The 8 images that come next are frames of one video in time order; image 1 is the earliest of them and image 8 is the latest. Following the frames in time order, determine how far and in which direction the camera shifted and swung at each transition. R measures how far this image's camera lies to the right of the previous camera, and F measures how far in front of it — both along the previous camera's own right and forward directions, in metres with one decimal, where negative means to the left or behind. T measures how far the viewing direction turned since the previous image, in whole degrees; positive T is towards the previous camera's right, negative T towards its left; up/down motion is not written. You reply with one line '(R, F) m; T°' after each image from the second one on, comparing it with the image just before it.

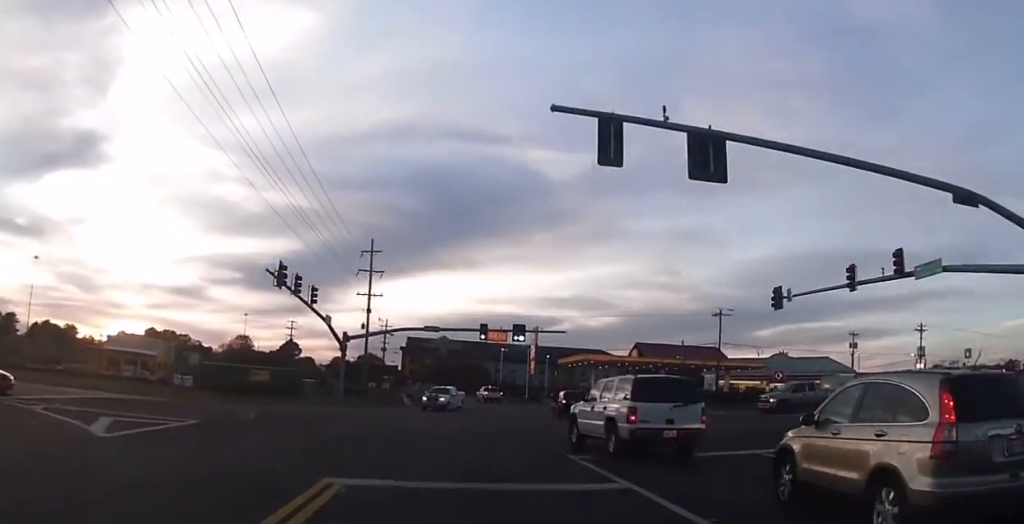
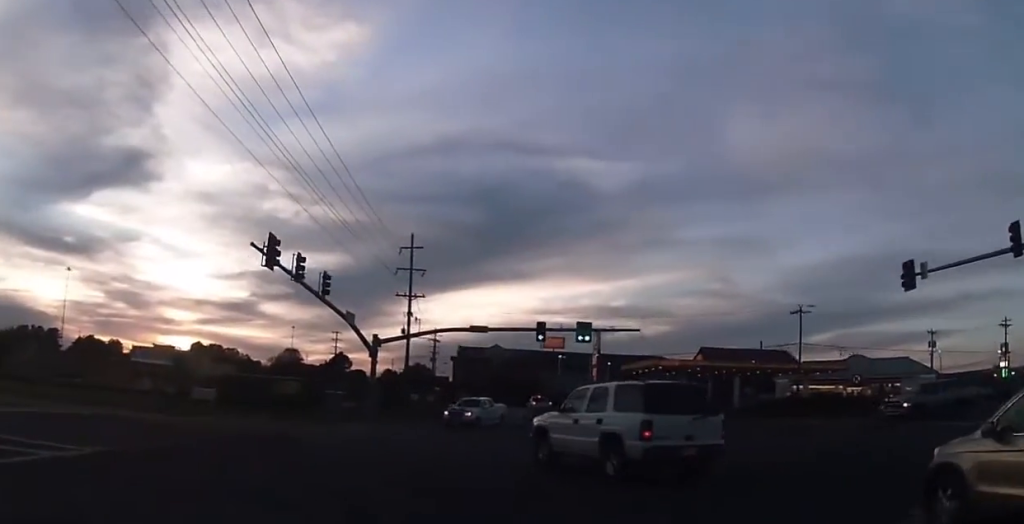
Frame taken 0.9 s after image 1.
(-0.1, +7.6) m; -3°
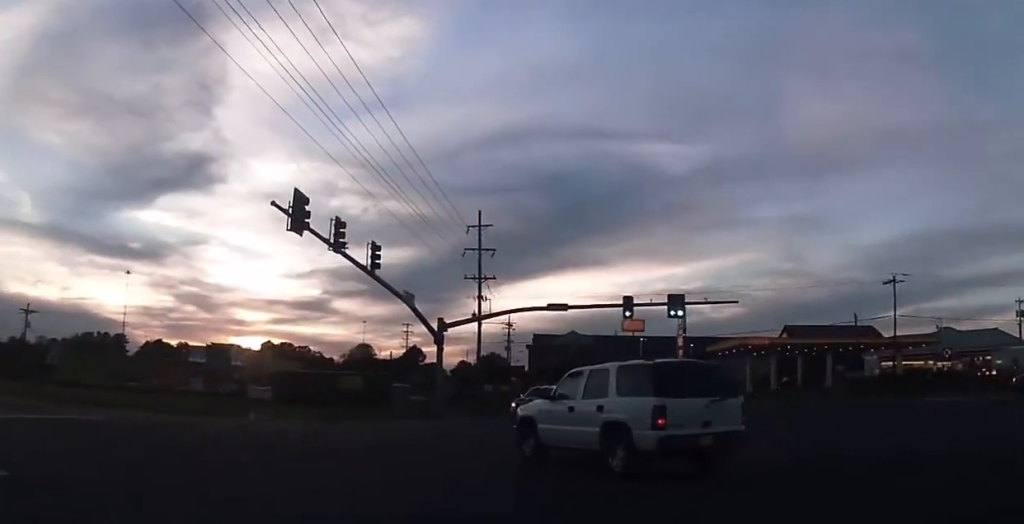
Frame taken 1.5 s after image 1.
(+0.2, +4.9) m; -4°
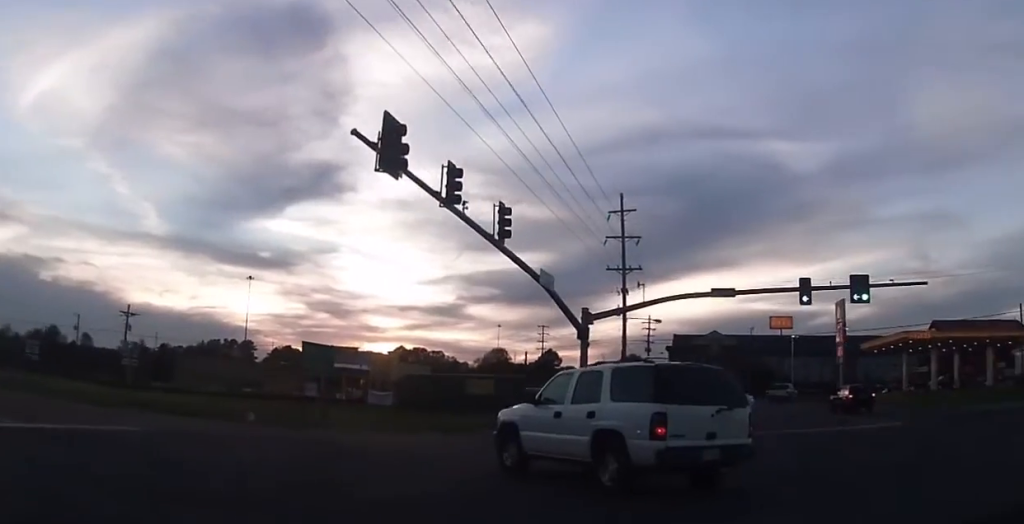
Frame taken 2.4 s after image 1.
(-0.8, +6.7) m; -11°
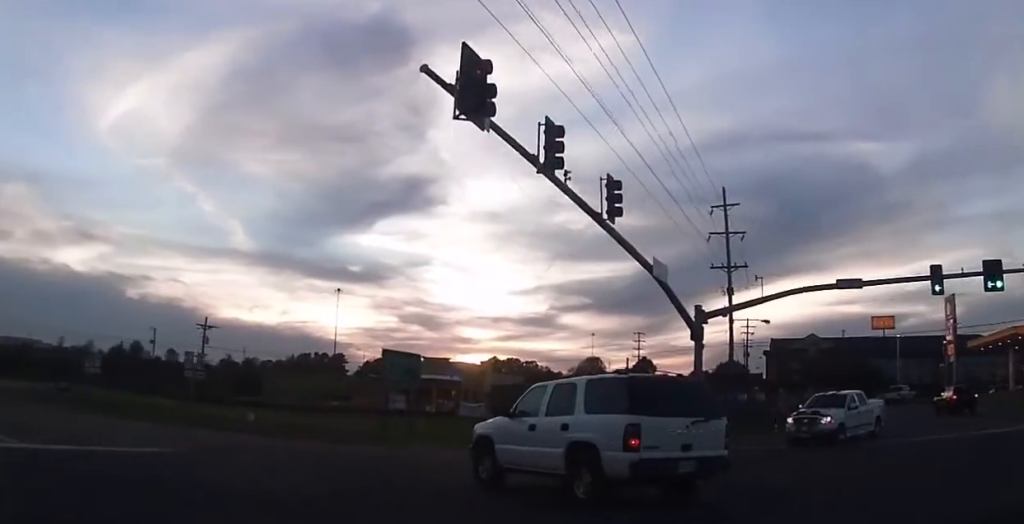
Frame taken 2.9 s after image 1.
(-0.3, +4.1) m; -8°
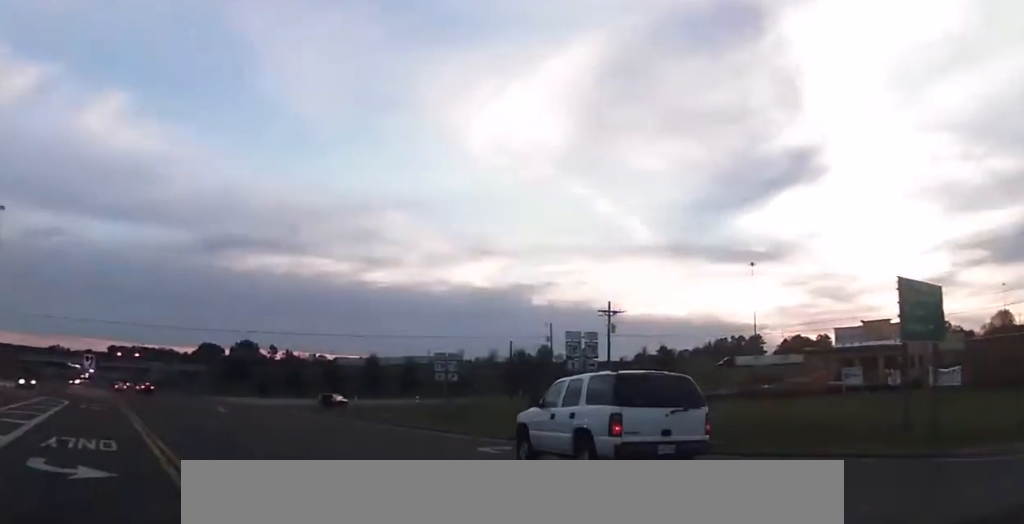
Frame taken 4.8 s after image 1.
(-3.9, +13.4) m; -34°
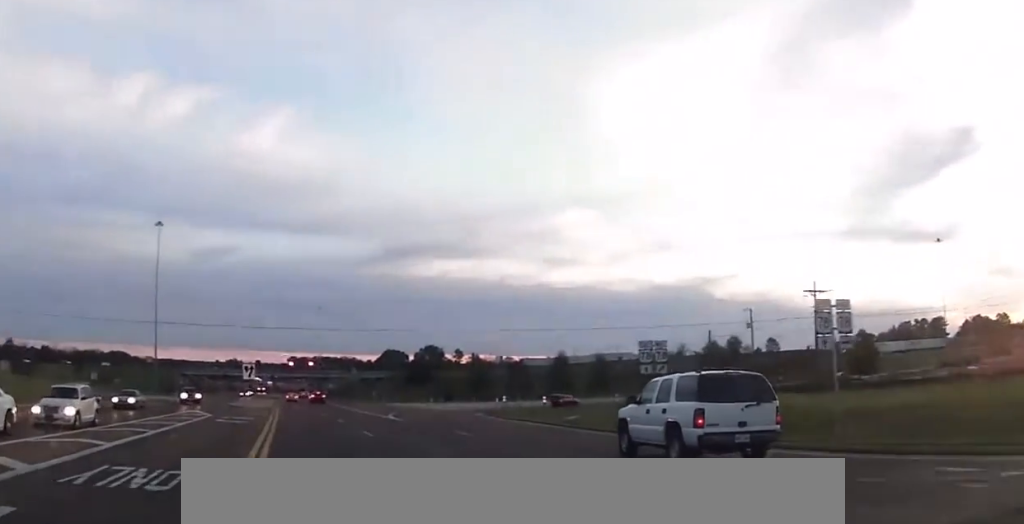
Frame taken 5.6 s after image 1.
(-0.4, +6.0) m; -14°
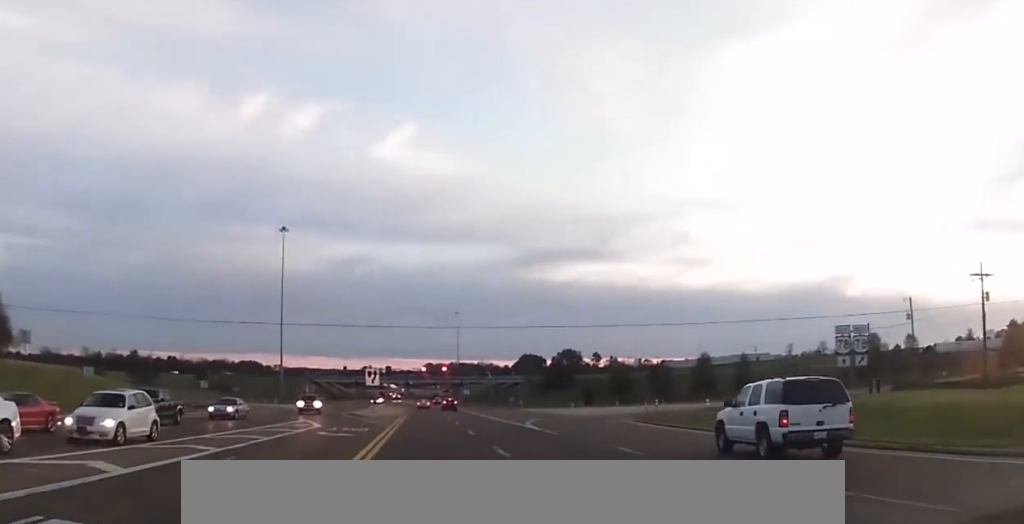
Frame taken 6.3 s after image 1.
(-0.9, +5.5) m; -10°
